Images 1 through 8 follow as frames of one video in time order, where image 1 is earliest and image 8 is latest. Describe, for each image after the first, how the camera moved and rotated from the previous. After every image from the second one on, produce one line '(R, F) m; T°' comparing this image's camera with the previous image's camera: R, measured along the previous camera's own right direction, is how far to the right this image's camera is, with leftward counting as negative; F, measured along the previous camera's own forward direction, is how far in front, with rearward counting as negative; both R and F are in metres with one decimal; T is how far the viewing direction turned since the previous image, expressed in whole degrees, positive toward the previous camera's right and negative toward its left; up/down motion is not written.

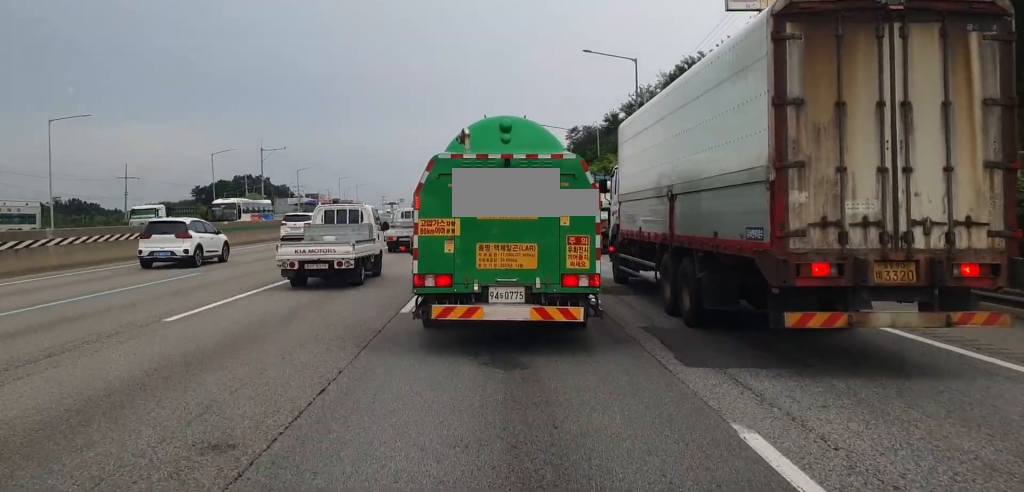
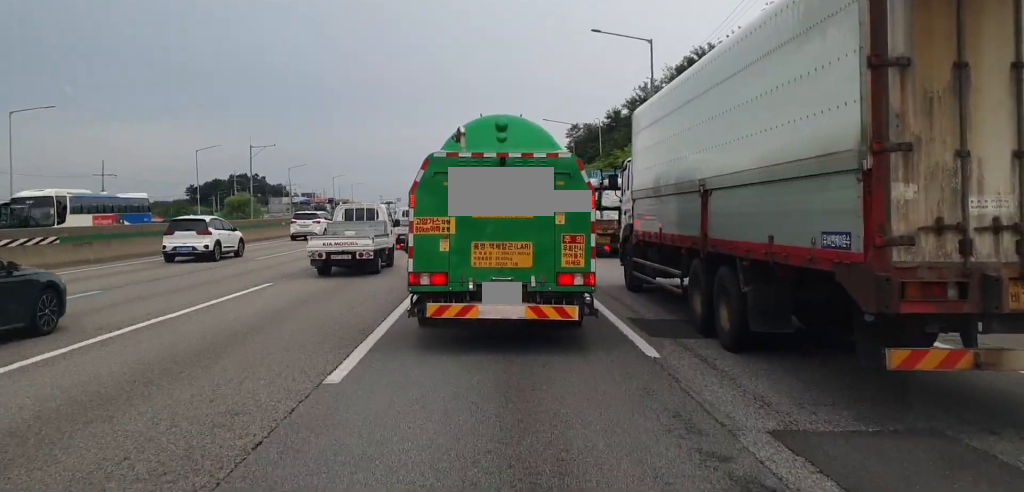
(0.0, +3.9) m; +1°
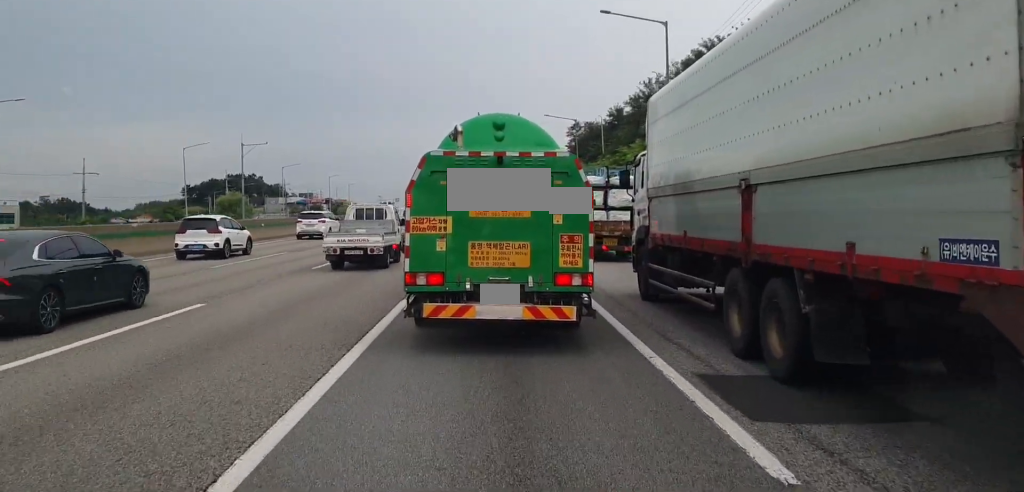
(+0.1, +2.8) m; 0°
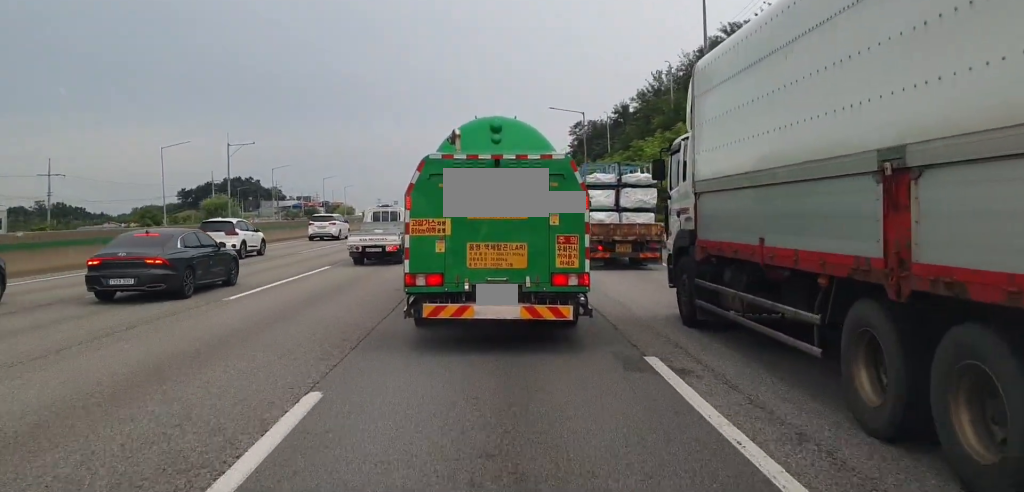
(-0.1, +5.9) m; -1°
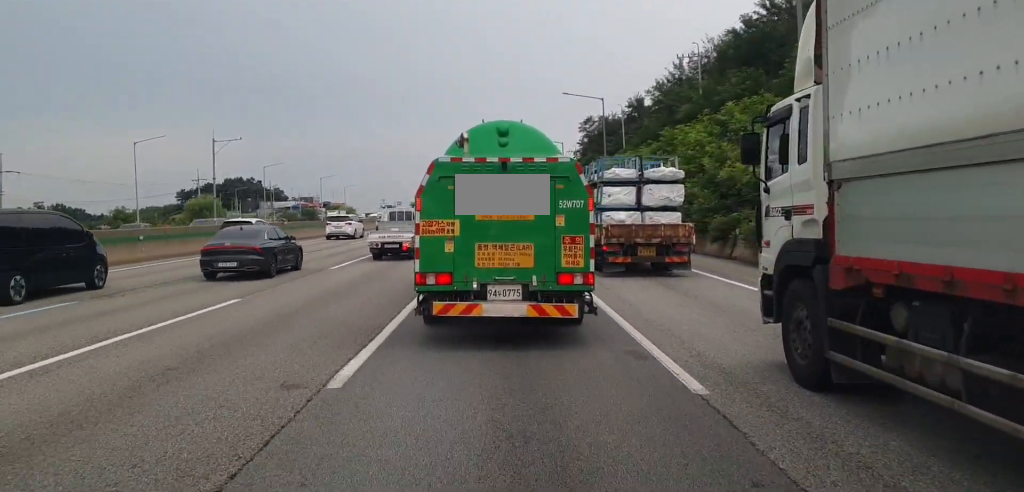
(+0.1, +10.1) m; +1°
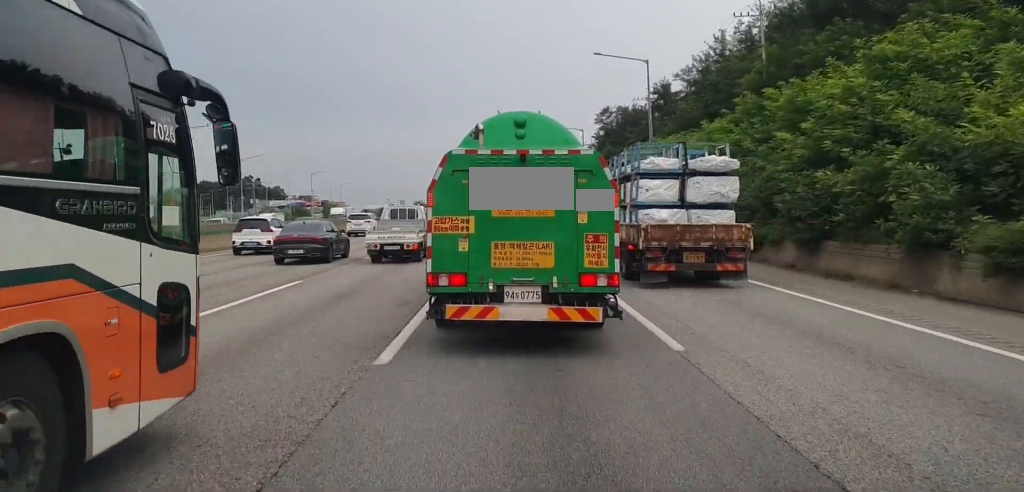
(-0.1, +18.8) m; +1°
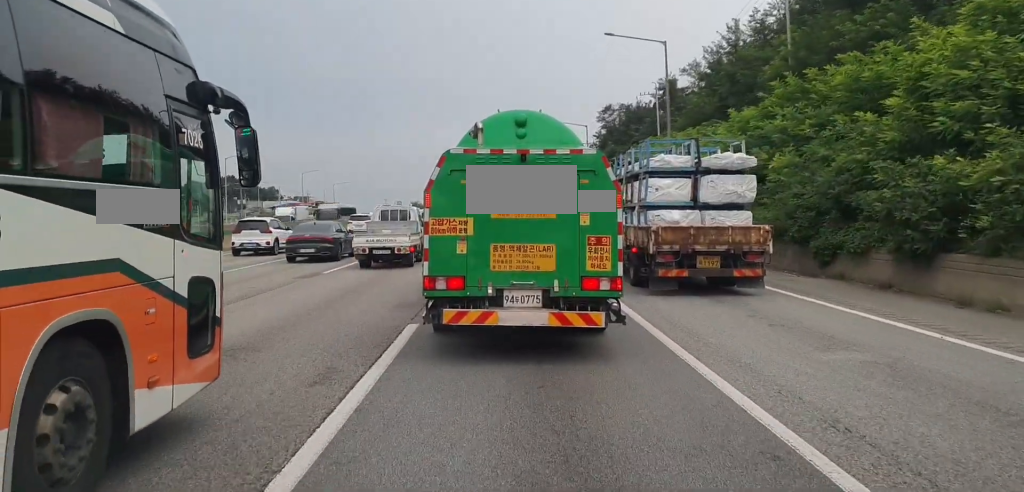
(+0.1, +6.7) m; -1°
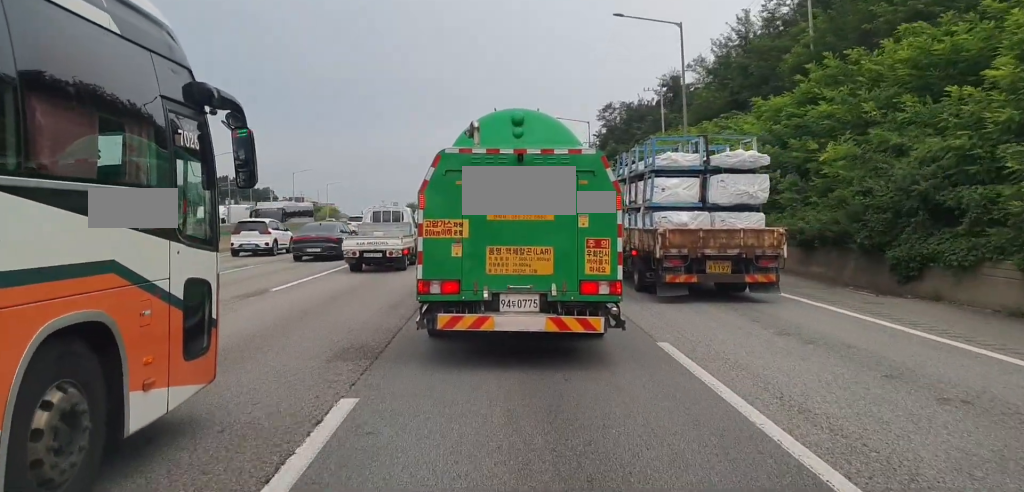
(0.0, +5.0) m; -2°
